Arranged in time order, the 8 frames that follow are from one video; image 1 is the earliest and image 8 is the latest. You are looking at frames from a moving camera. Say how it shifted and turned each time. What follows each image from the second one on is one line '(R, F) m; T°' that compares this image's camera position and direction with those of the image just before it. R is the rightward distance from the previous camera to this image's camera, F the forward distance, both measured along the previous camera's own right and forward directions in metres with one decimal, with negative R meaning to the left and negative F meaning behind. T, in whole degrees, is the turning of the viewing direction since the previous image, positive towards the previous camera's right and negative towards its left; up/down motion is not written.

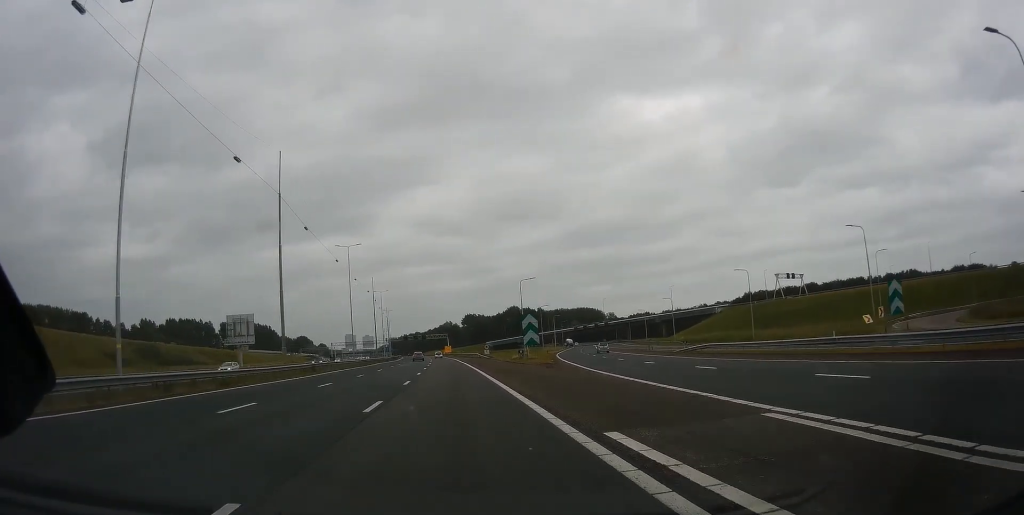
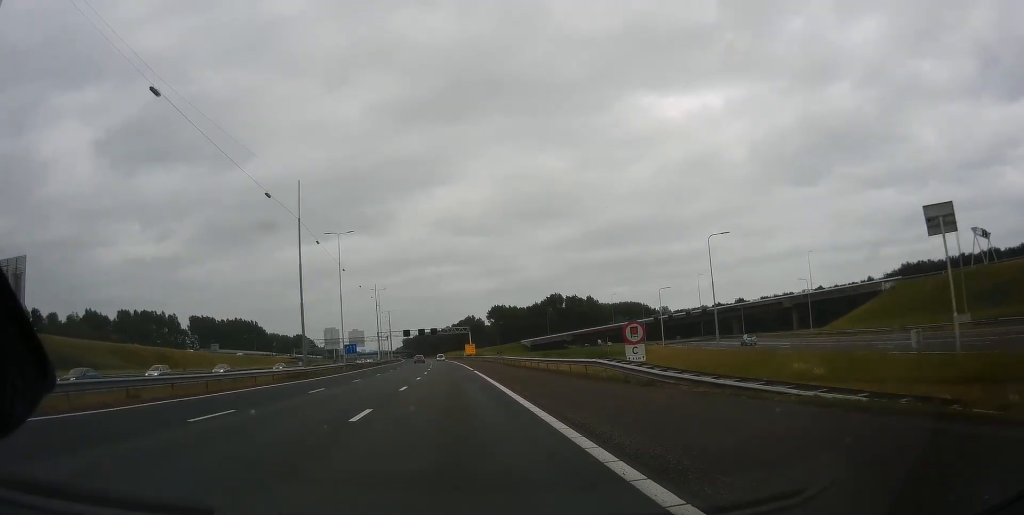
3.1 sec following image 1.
(-0.7, +88.0) m; -2°
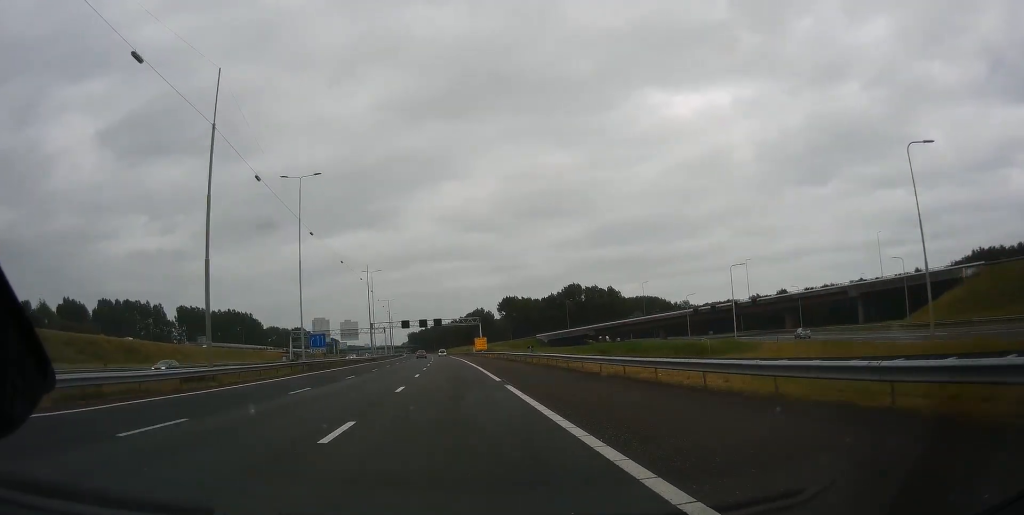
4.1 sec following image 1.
(-0.2, +26.2) m; -1°
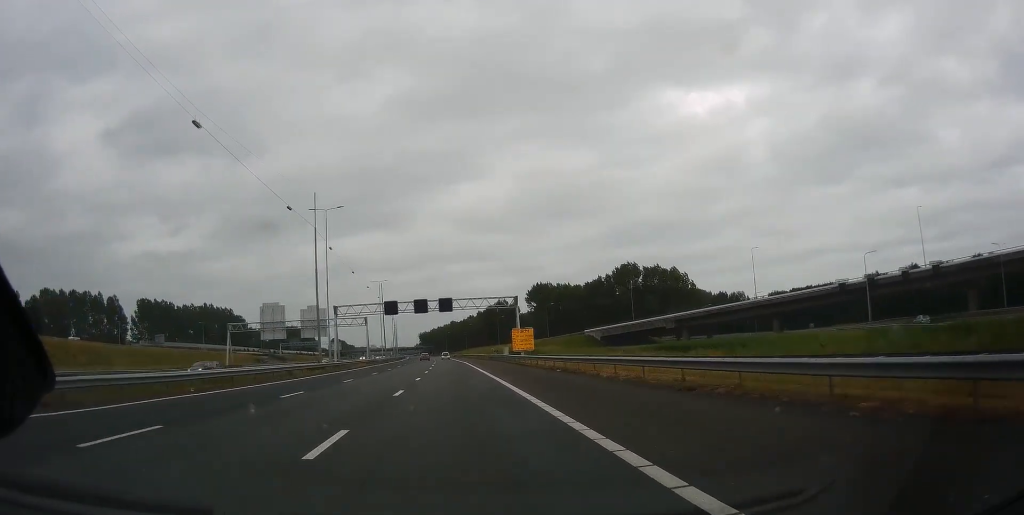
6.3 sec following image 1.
(-1.0, +61.7) m; -1°
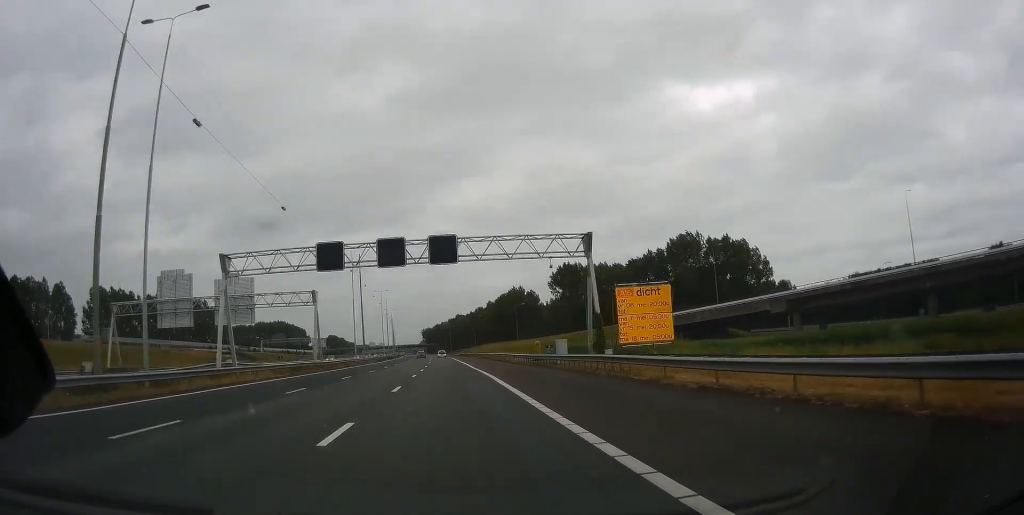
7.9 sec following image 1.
(0.0, +46.7) m; -1°
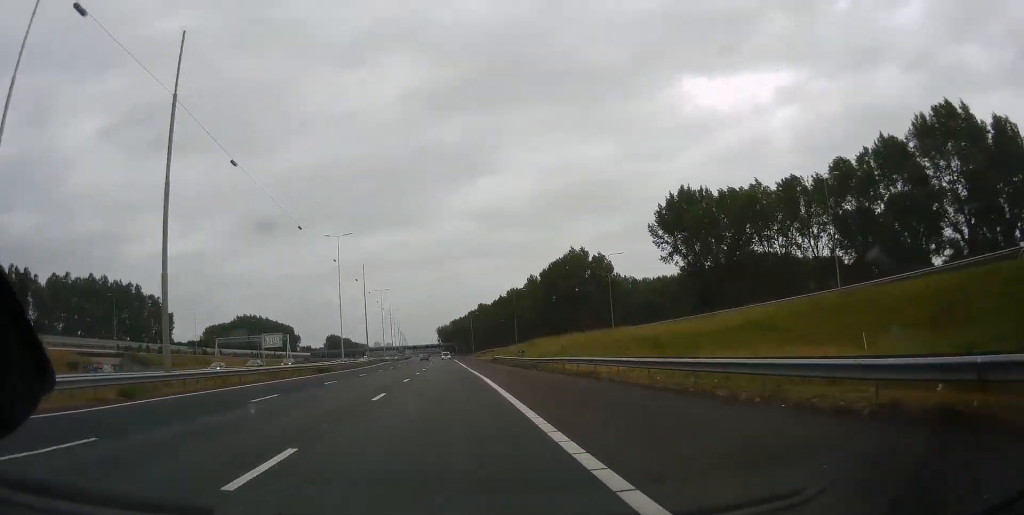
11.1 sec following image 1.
(-1.1, +87.8) m; -2°
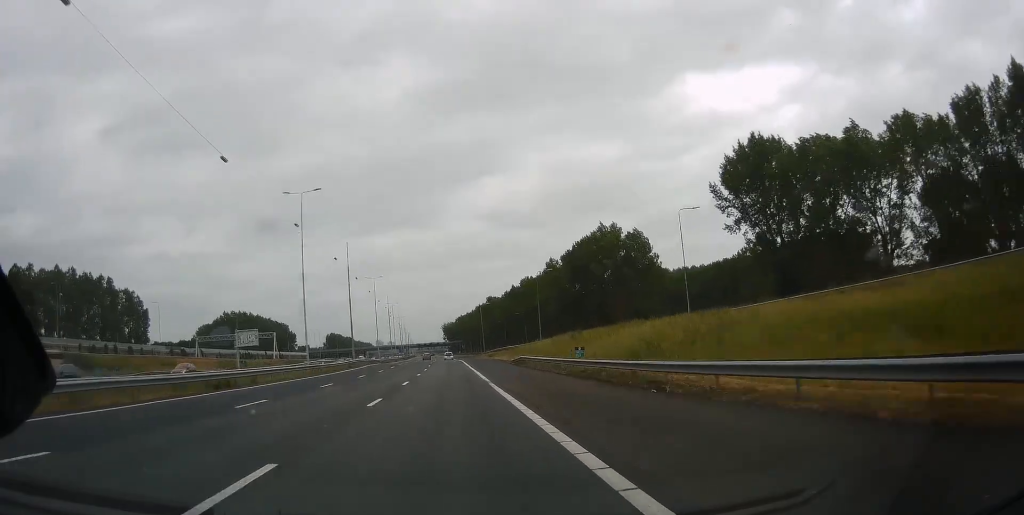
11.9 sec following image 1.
(-0.1, +24.3) m; -1°
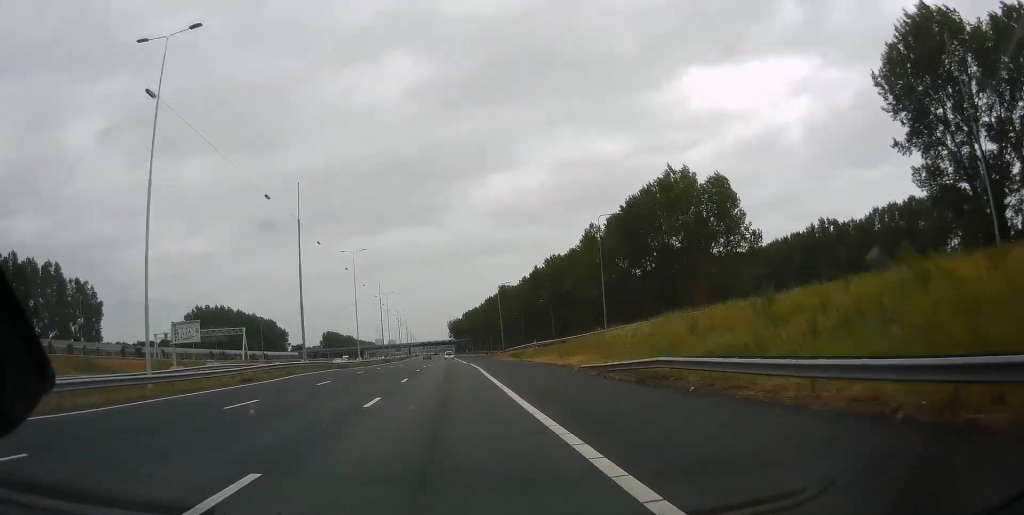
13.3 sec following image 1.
(-0.5, +37.2) m; -1°
